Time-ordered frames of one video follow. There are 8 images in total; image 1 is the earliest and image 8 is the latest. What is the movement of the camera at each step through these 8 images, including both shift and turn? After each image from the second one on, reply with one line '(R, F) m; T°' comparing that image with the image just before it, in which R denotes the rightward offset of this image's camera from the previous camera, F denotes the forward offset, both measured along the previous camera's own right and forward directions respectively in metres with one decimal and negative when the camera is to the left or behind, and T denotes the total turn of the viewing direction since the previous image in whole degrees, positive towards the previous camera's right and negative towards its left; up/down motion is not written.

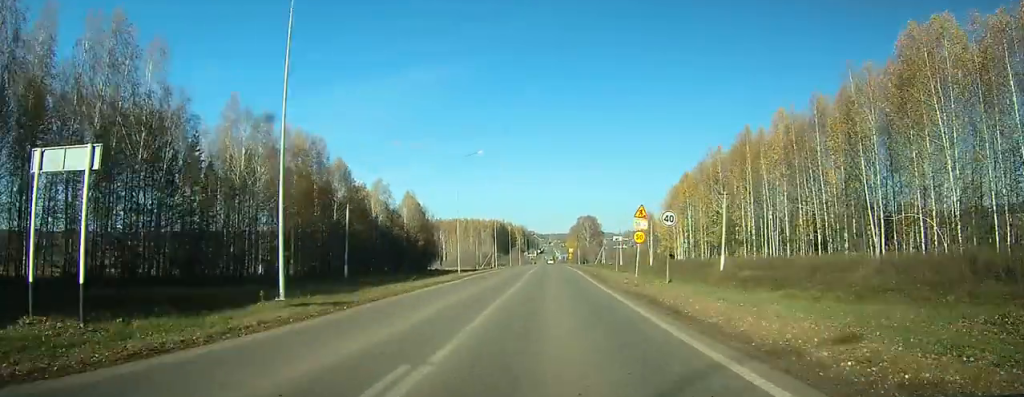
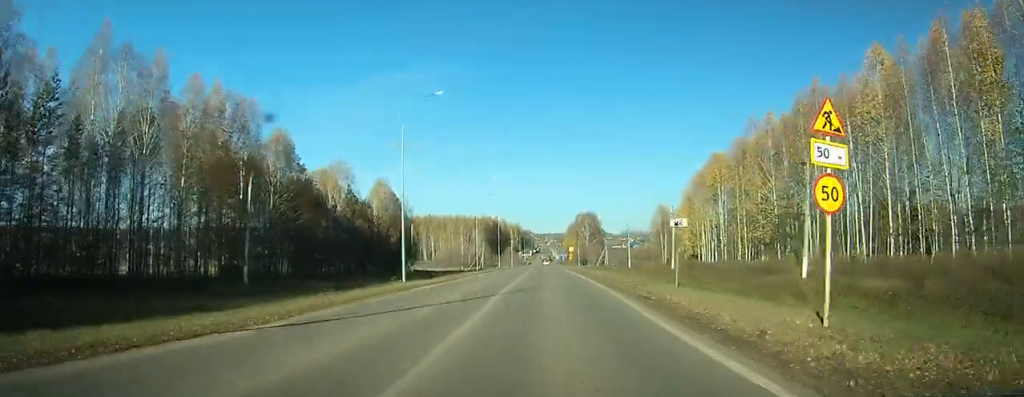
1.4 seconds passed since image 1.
(-0.1, +23.0) m; 0°
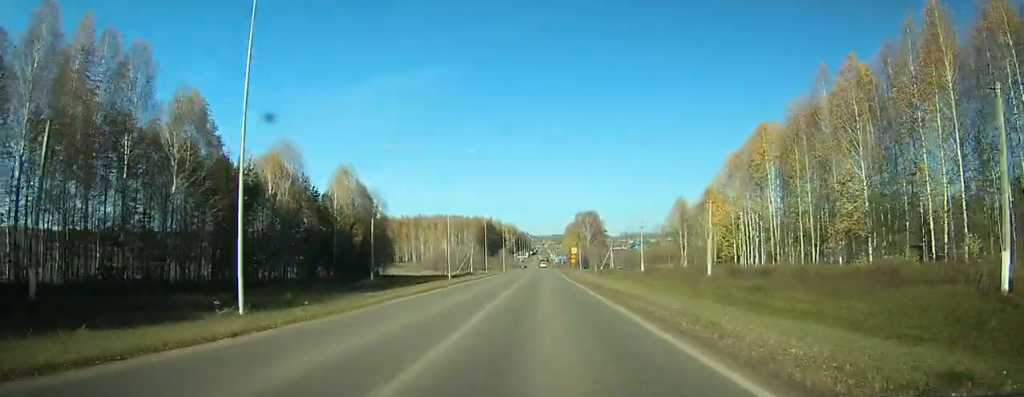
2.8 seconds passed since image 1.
(0.0, +21.6) m; 0°
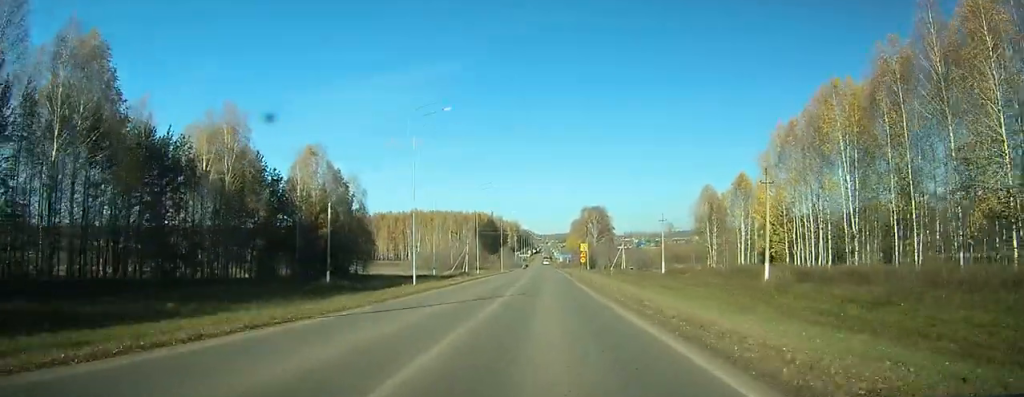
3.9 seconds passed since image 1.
(0.0, +16.5) m; 0°
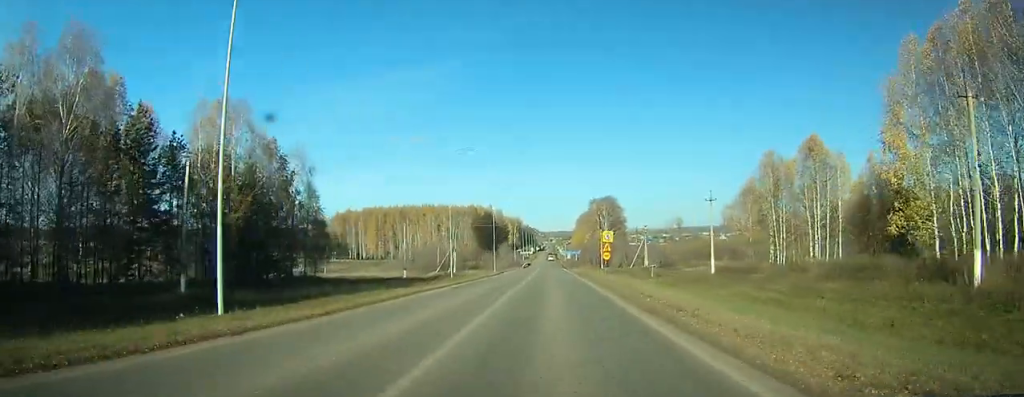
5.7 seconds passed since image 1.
(0.0, +25.5) m; 0°
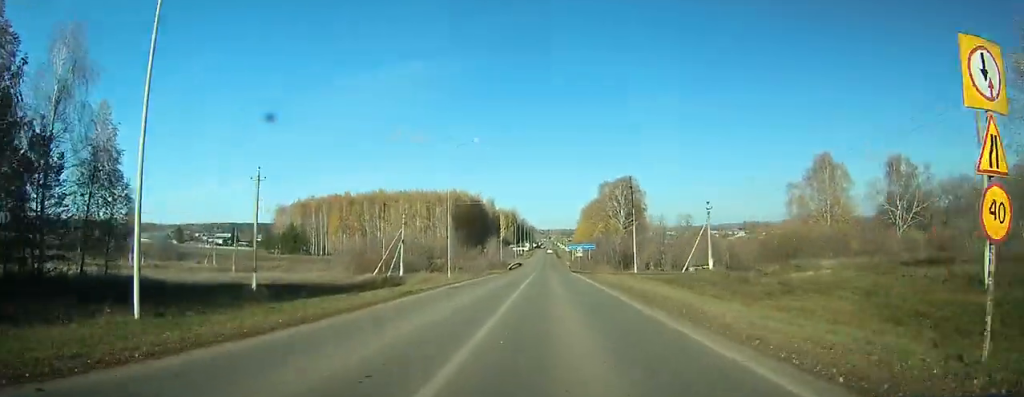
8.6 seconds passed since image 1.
(-0.5, +40.1) m; -1°
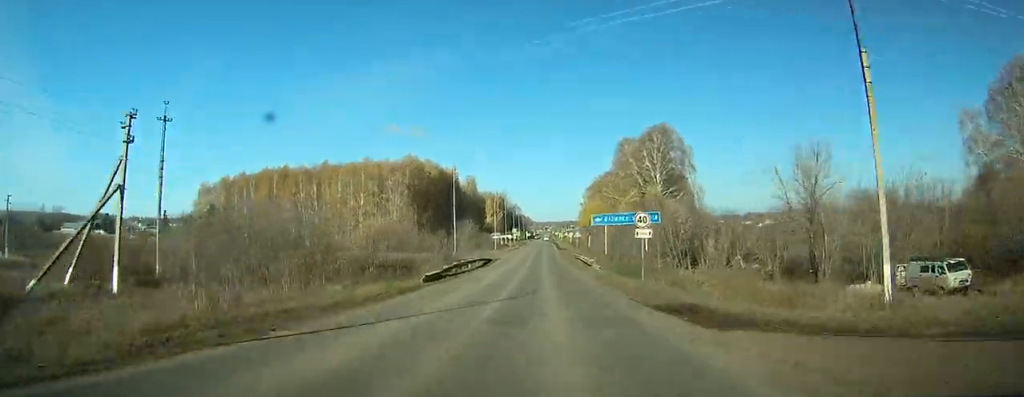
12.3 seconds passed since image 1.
(+1.6, +48.0) m; +4°
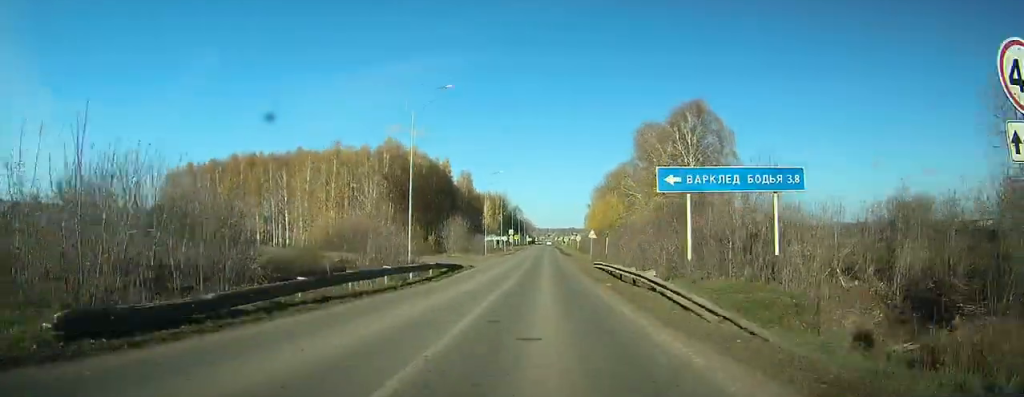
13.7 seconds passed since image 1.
(-0.1, +20.3) m; -1°
